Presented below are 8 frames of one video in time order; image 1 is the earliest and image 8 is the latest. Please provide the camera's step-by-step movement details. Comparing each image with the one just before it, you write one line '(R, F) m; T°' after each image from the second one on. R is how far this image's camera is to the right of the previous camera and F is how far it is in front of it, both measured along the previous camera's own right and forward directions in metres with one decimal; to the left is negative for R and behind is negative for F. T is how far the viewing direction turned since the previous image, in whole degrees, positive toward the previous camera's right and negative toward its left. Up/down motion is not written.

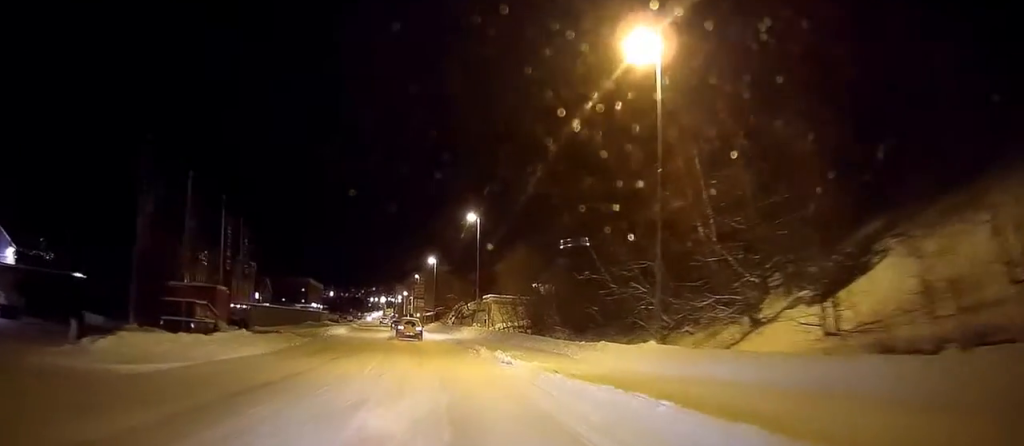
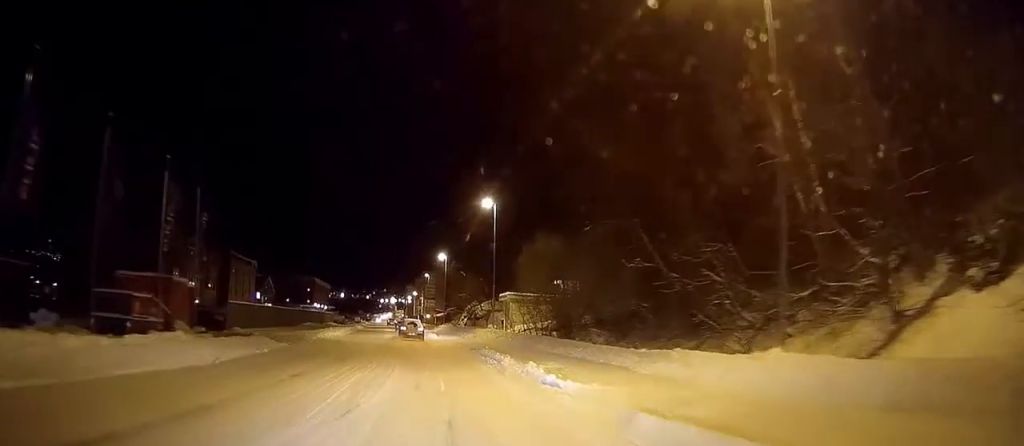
(0.0, +7.4) m; 0°
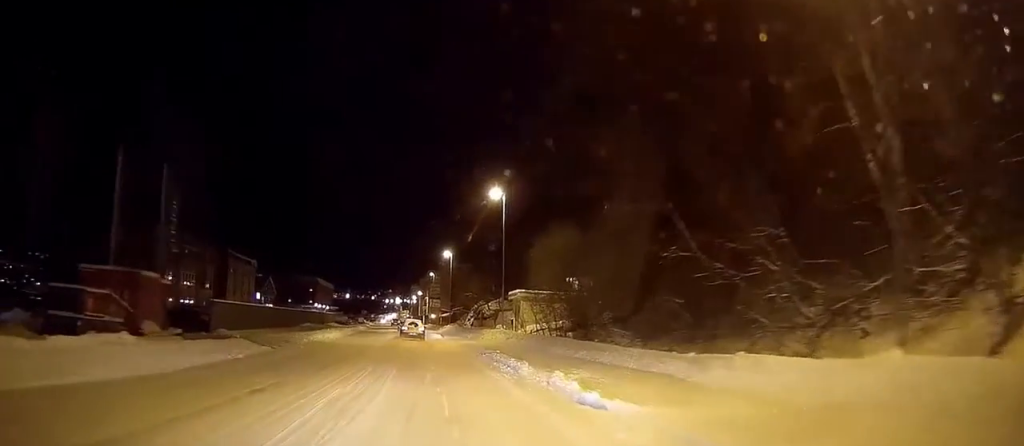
(0.0, +4.0) m; -1°
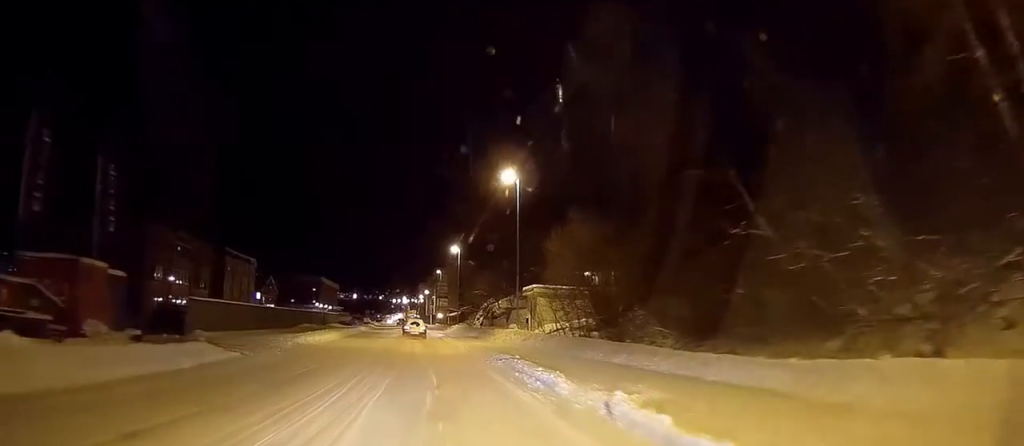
(+0.1, +5.3) m; -1°
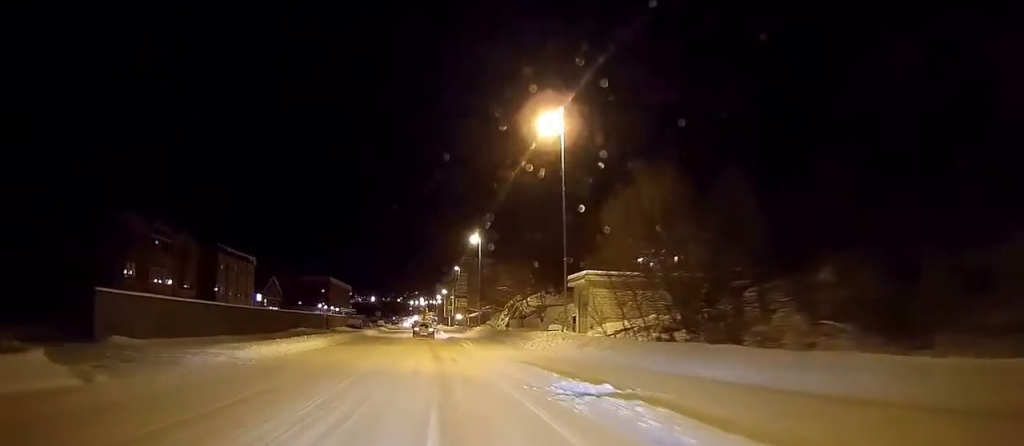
(-0.5, +11.7) m; -4°
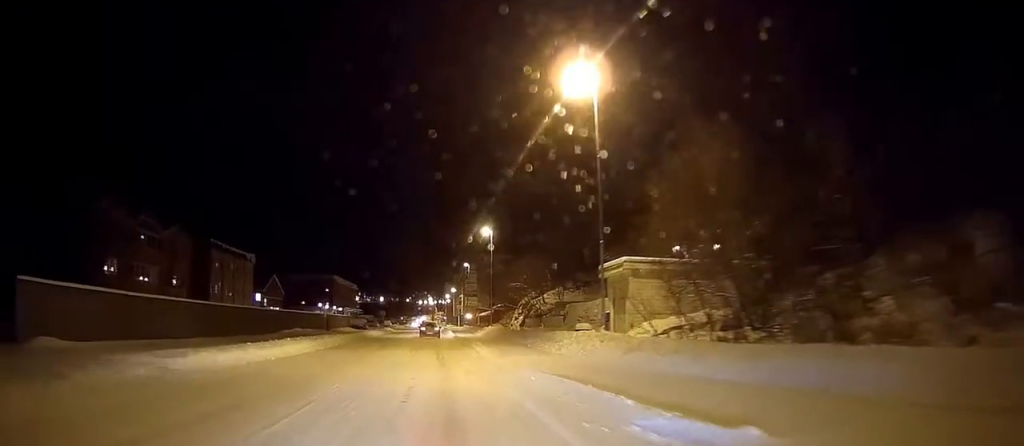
(0.0, +5.8) m; -2°
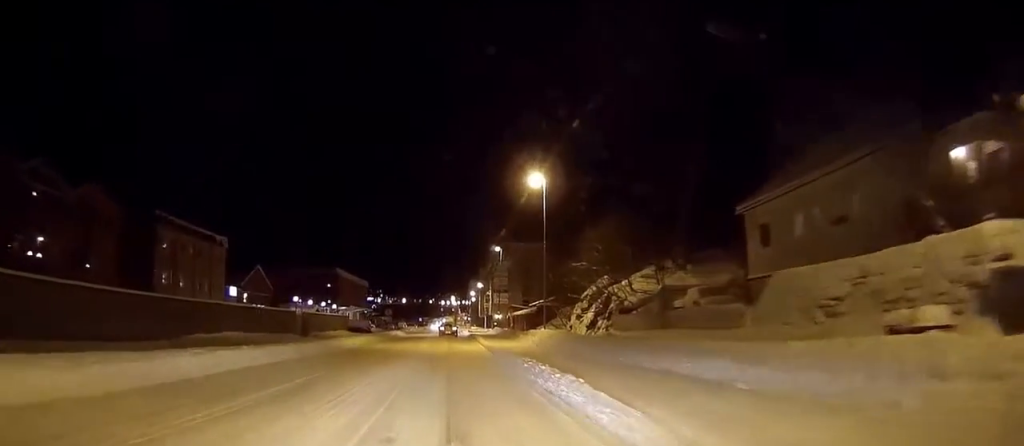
(-2.5, +24.0) m; -9°
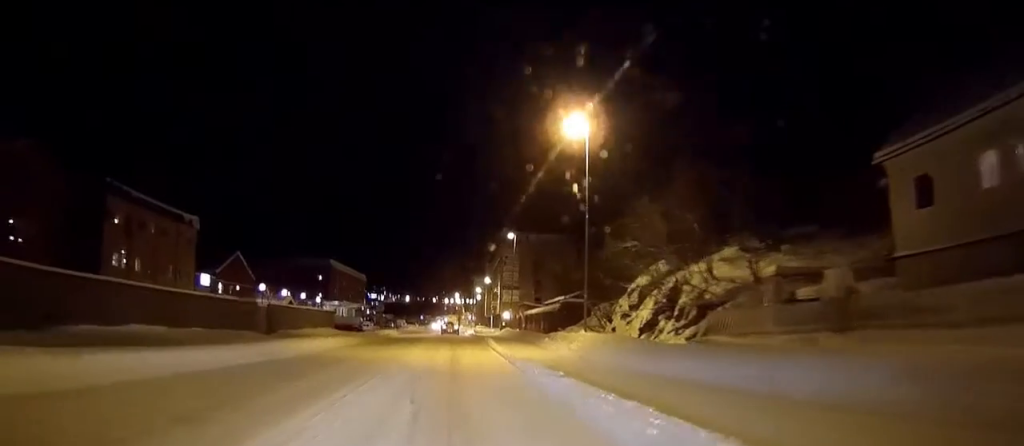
(+0.1, +12.1) m; +1°
